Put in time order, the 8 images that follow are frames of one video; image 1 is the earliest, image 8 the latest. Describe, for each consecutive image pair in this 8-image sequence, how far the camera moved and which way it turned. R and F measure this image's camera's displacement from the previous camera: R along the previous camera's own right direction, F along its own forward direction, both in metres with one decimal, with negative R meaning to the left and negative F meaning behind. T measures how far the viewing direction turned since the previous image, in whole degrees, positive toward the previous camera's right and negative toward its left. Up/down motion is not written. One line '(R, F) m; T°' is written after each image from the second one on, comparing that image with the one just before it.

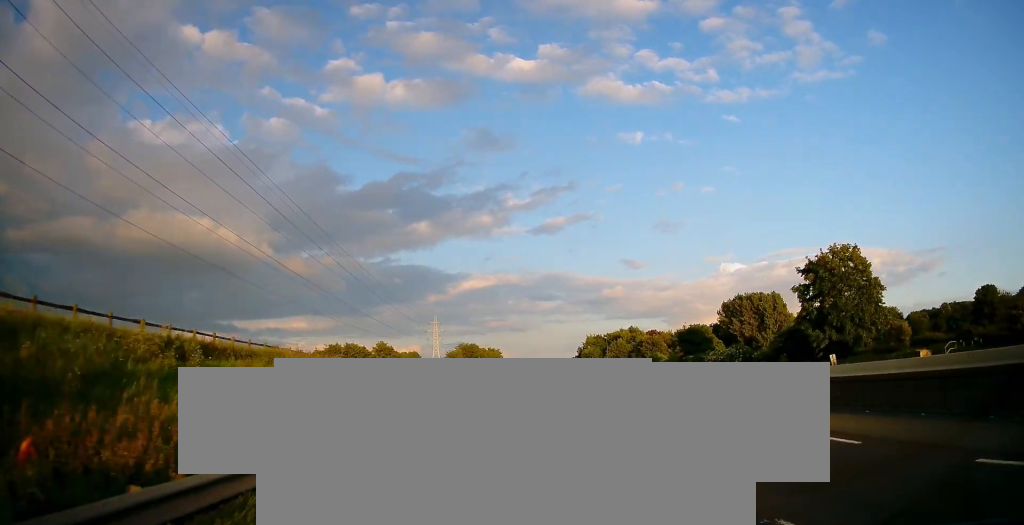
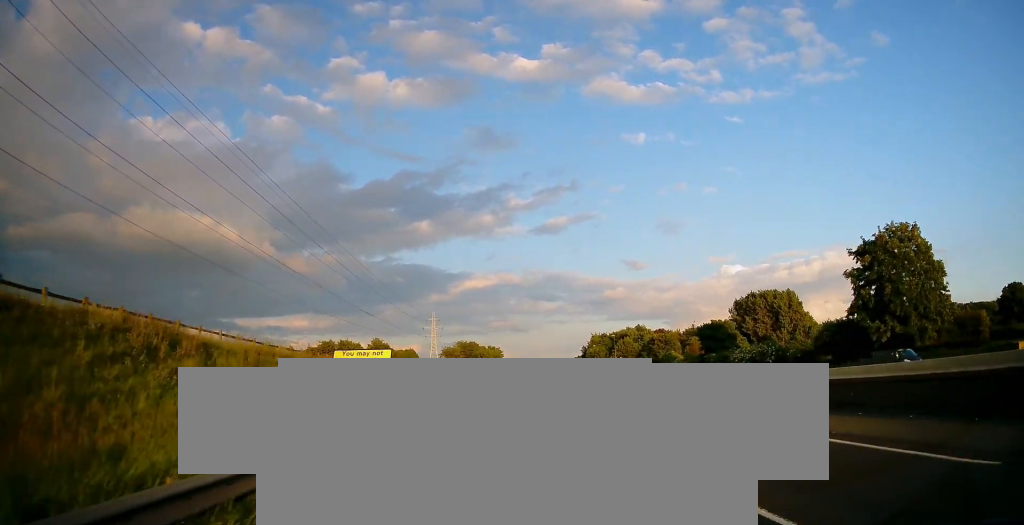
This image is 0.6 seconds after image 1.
(-0.2, +12.0) m; 0°
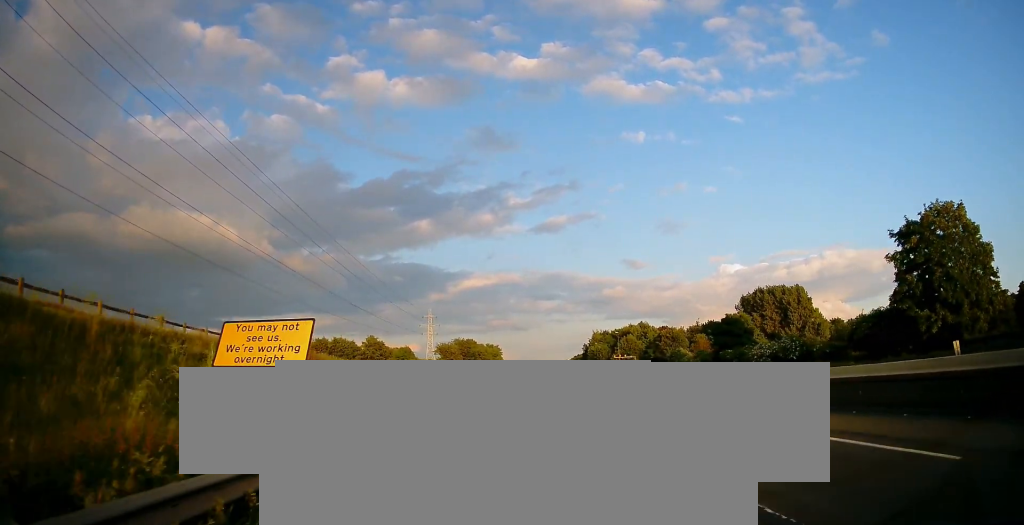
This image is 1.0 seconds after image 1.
(0.0, +8.3) m; 0°
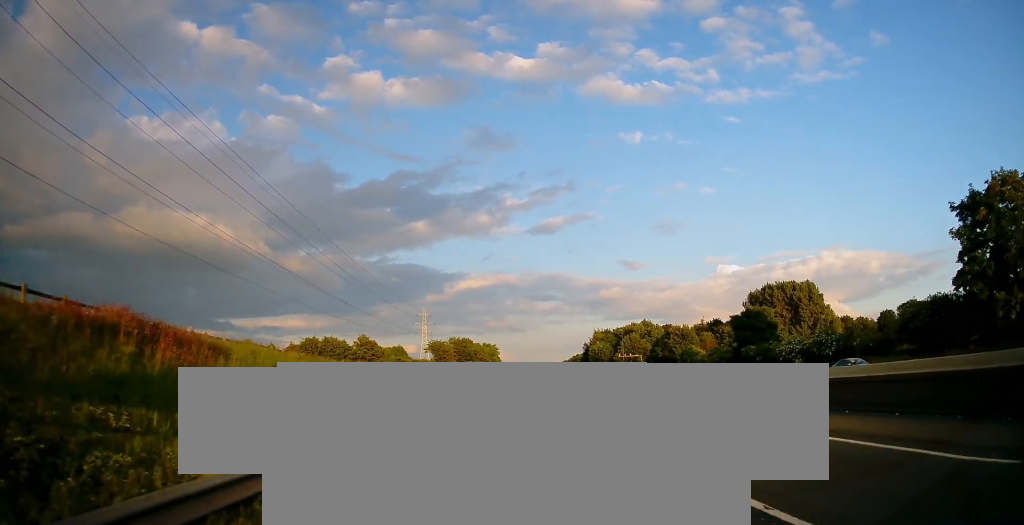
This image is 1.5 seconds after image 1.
(0.0, +10.5) m; +1°
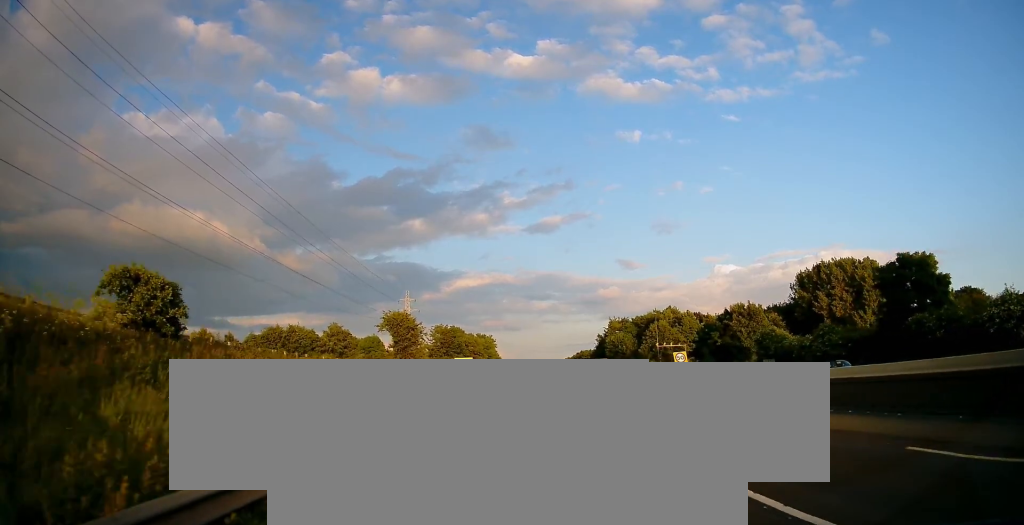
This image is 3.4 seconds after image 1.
(+0.6, +41.1) m; +1°
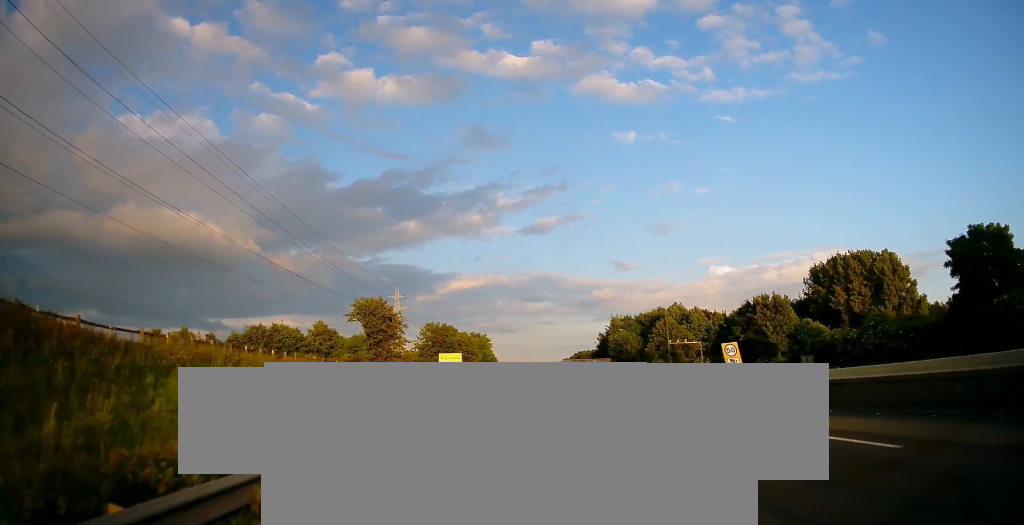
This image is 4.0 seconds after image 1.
(0.0, +12.1) m; 0°
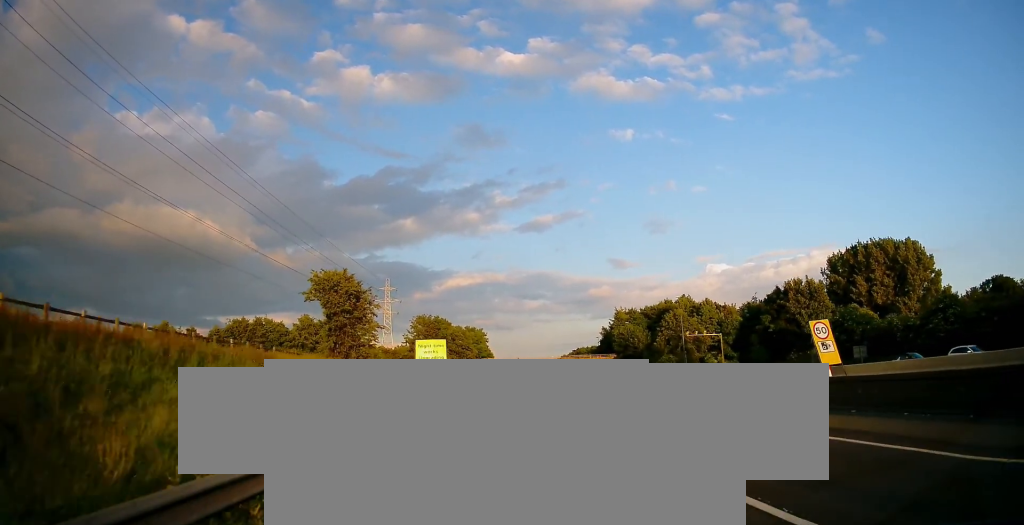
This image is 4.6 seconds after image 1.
(+0.2, +12.4) m; 0°
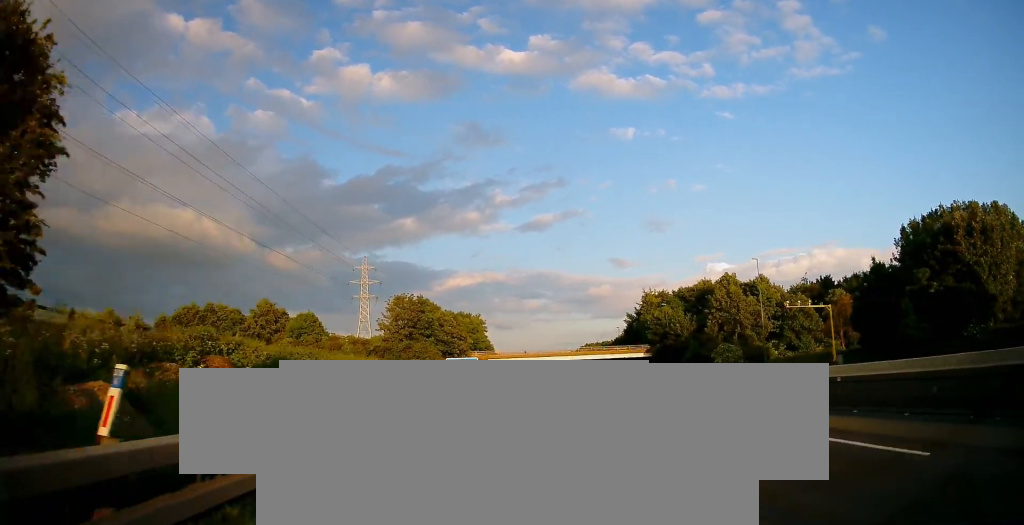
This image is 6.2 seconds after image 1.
(0.0, +34.4) m; 0°
